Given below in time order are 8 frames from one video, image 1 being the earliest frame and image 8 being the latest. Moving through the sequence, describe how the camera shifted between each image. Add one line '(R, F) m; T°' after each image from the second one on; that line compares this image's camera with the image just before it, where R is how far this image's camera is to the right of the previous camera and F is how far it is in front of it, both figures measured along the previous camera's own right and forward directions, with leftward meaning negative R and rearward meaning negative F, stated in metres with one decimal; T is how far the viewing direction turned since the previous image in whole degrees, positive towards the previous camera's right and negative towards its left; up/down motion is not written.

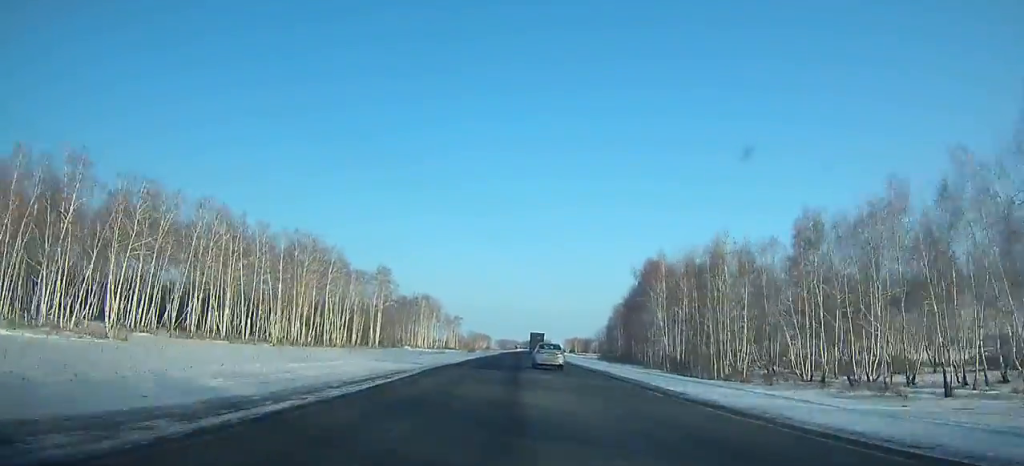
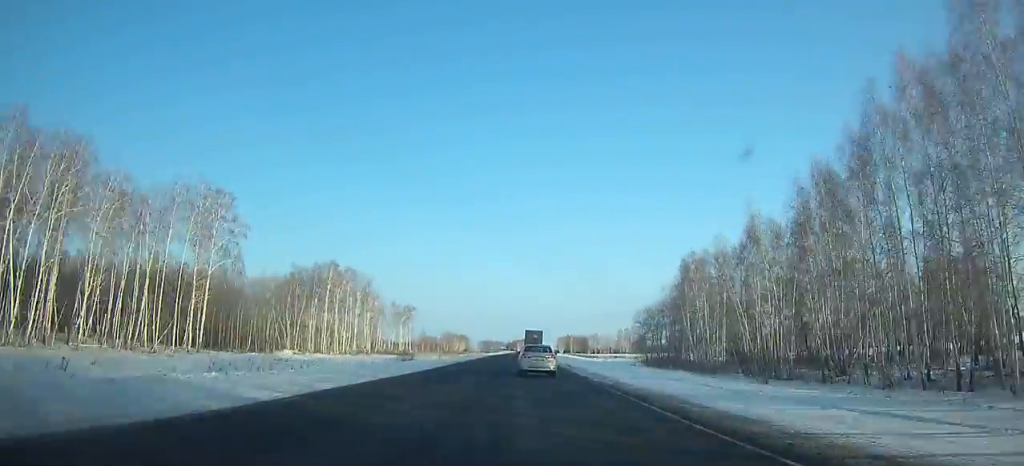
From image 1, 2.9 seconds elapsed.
(+1.3, +77.1) m; +1°
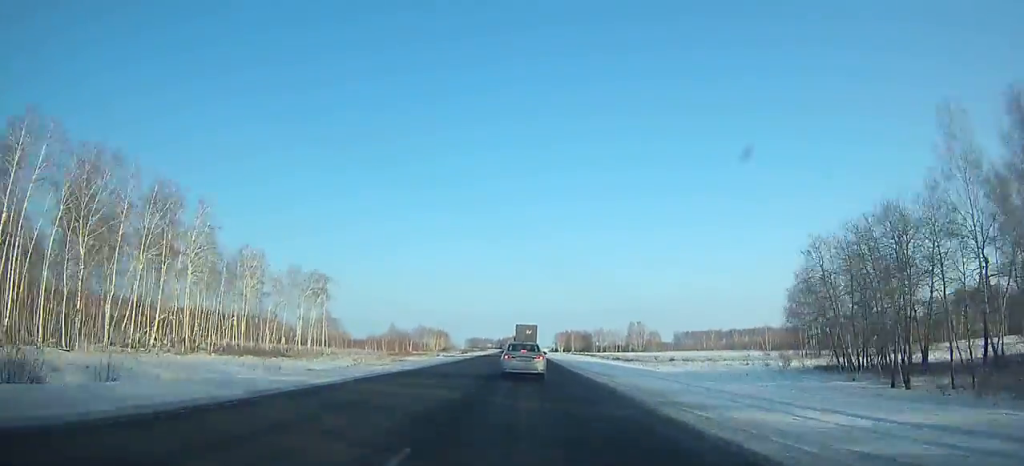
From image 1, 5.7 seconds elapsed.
(+0.6, +70.6) m; +1°
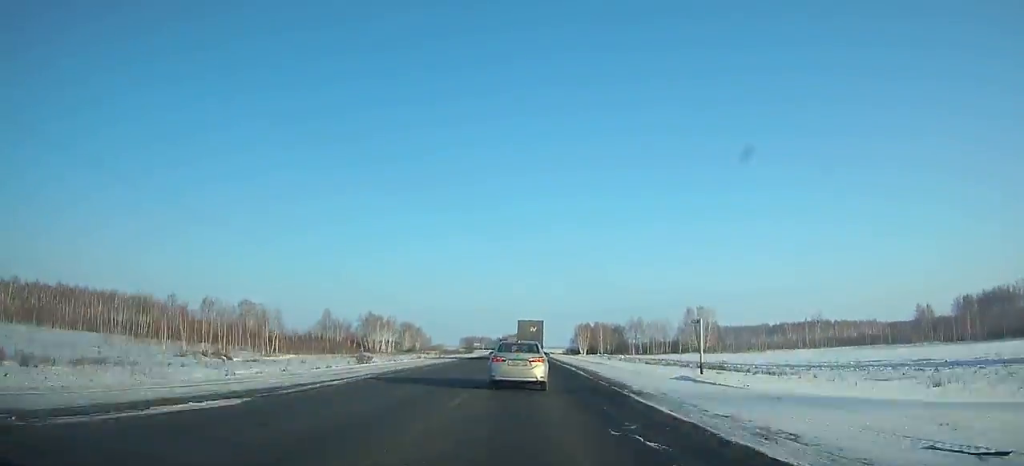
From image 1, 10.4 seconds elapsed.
(+0.5, +110.2) m; 0°
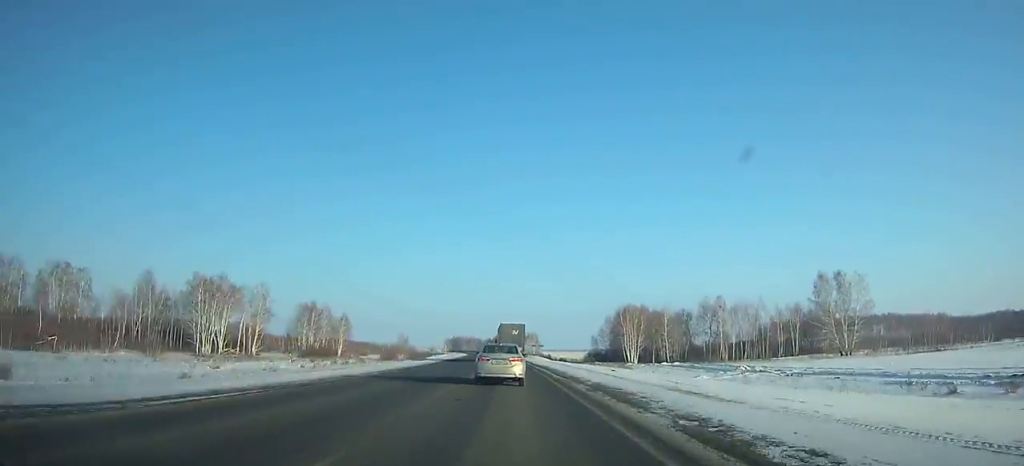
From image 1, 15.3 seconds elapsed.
(-0.8, +107.6) m; -2°
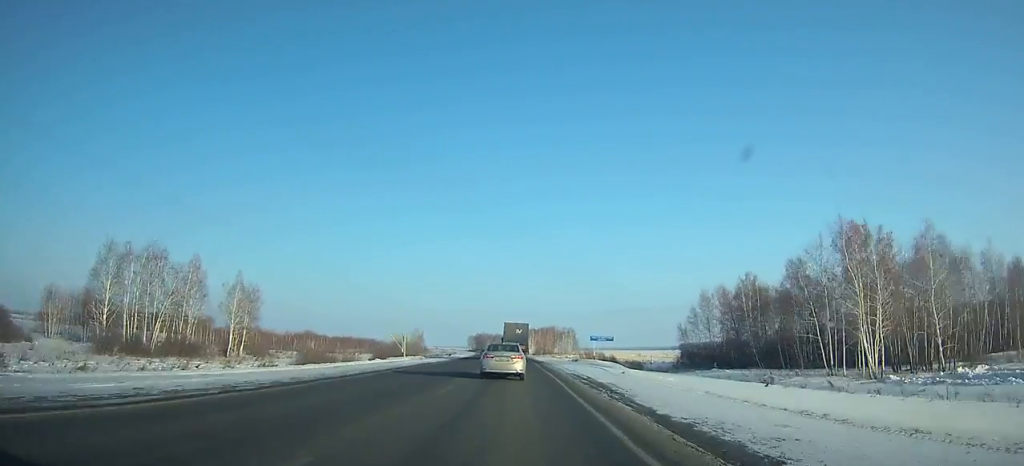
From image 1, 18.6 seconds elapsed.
(-1.2, +72.3) m; -2°
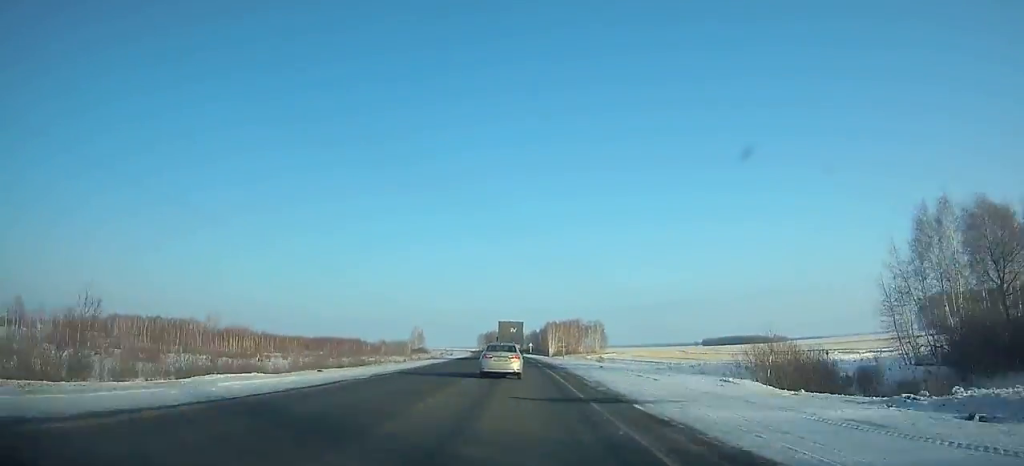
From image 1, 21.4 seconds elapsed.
(-1.1, +62.4) m; -2°
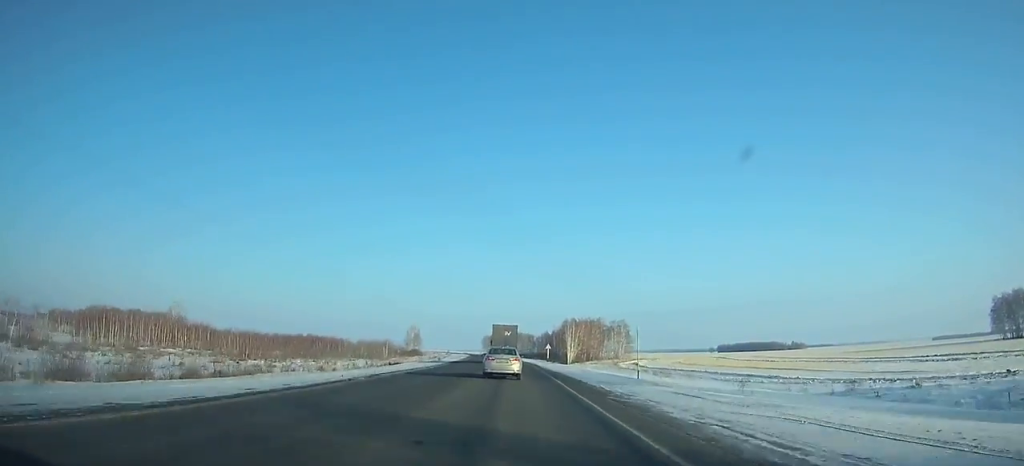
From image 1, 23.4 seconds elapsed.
(-0.4, +45.2) m; -1°
